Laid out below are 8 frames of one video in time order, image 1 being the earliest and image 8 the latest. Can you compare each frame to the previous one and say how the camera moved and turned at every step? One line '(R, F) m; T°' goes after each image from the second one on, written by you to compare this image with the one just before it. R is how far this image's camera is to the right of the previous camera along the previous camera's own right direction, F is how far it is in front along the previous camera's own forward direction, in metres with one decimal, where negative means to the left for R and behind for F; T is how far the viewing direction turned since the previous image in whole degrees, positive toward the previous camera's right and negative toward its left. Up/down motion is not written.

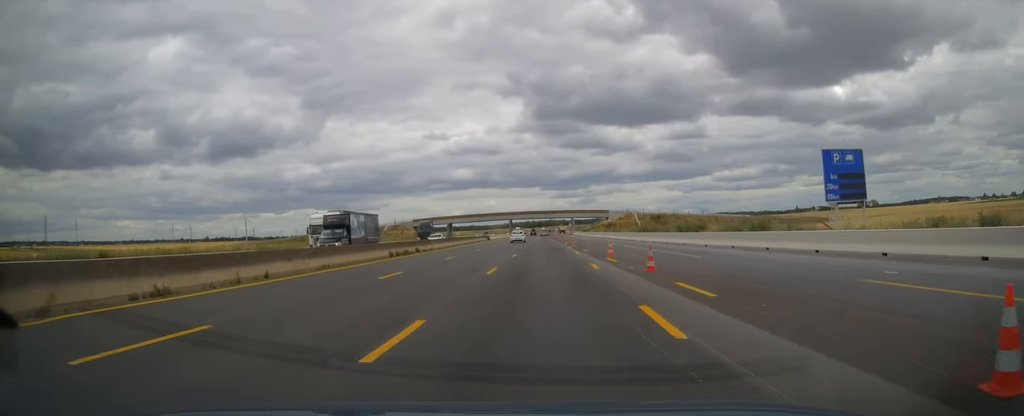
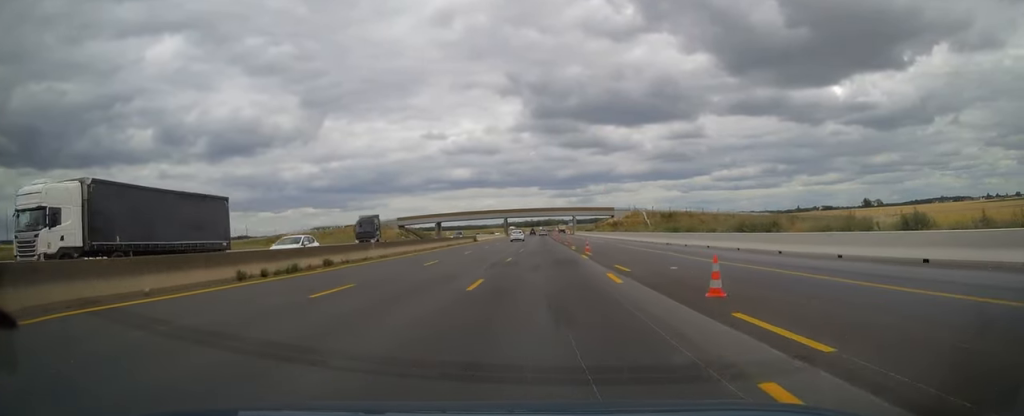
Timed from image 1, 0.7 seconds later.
(0.0, +18.2) m; 0°
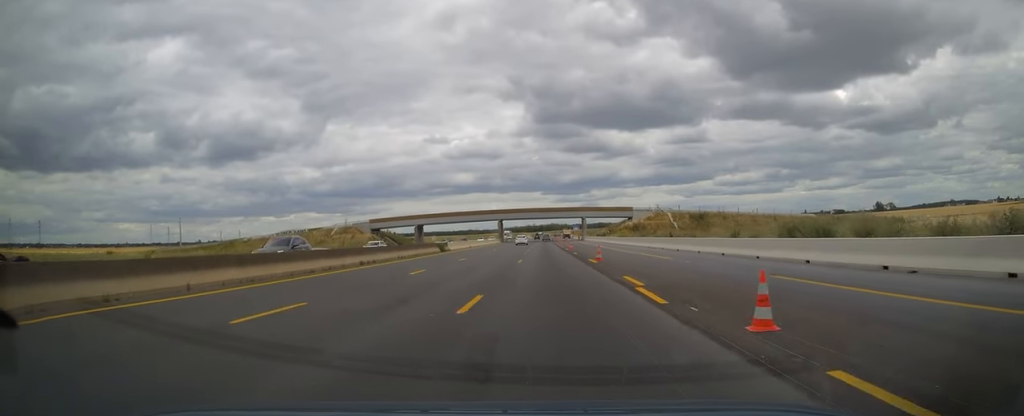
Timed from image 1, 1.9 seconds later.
(+0.1, +29.6) m; 0°
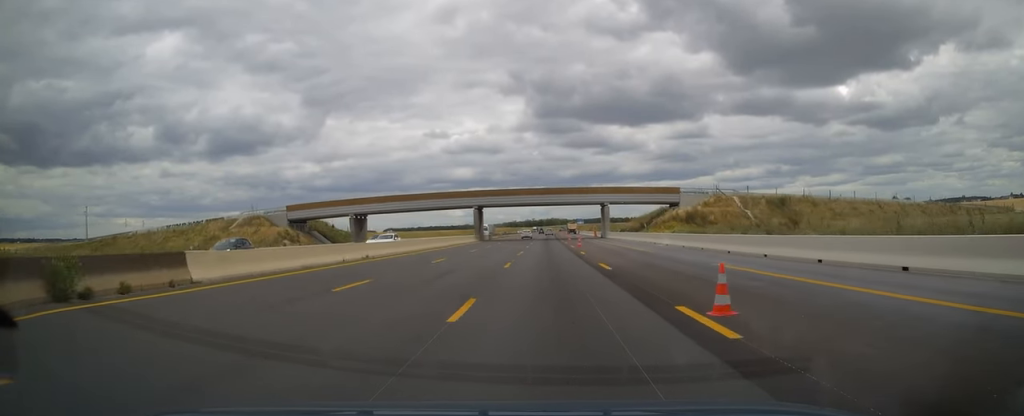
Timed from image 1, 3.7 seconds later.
(-0.1, +46.8) m; 0°
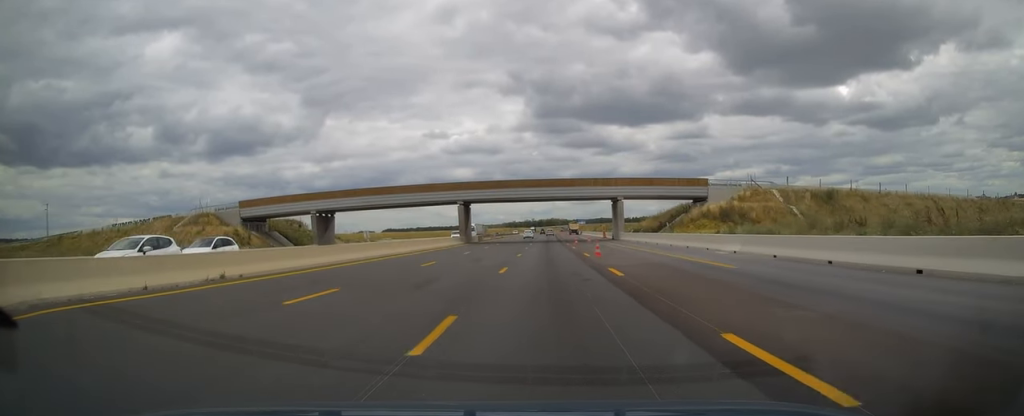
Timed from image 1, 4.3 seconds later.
(0.0, +15.6) m; 0°
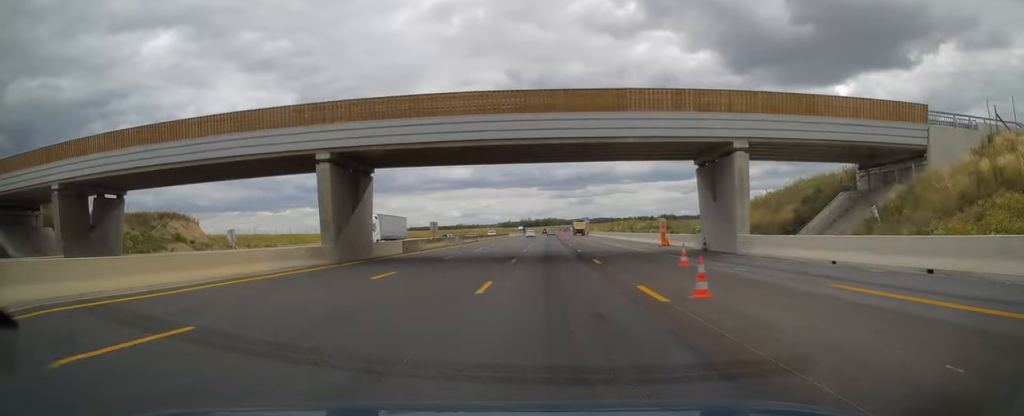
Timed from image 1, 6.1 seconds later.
(+0.3, +45.1) m; +1°
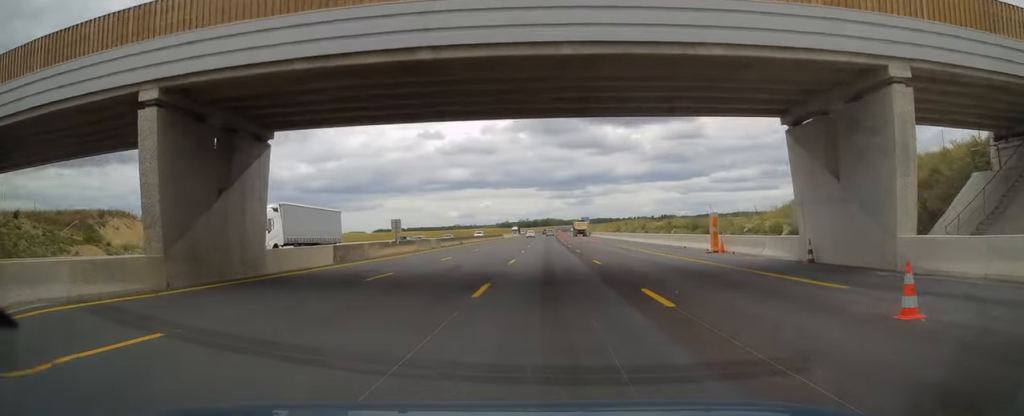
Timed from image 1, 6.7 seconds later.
(0.0, +13.5) m; 0°
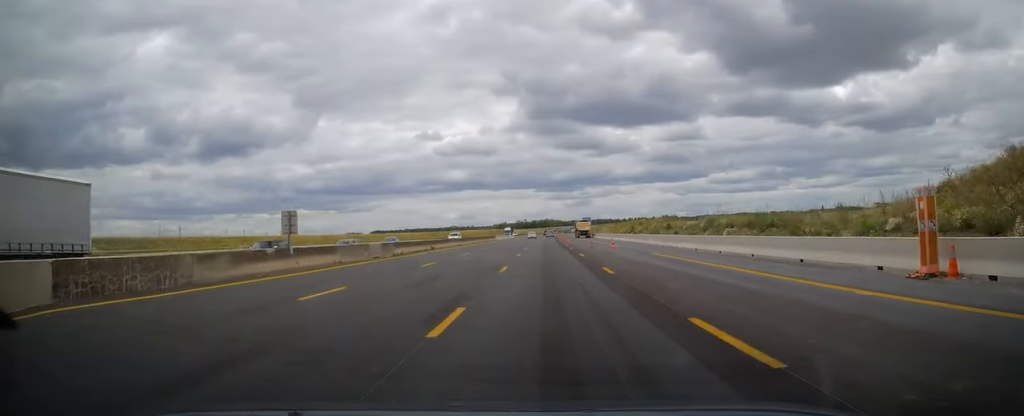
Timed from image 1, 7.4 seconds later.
(0.0, +17.7) m; 0°
